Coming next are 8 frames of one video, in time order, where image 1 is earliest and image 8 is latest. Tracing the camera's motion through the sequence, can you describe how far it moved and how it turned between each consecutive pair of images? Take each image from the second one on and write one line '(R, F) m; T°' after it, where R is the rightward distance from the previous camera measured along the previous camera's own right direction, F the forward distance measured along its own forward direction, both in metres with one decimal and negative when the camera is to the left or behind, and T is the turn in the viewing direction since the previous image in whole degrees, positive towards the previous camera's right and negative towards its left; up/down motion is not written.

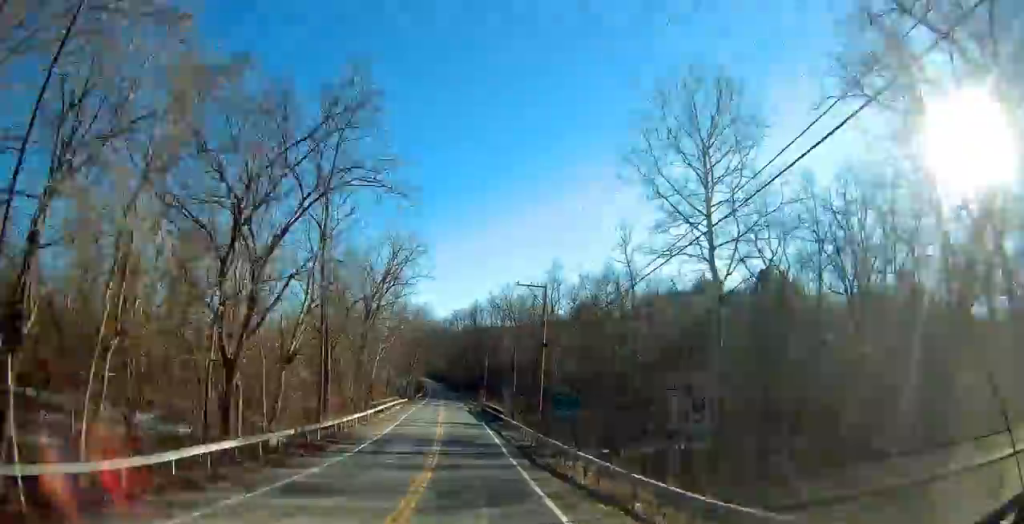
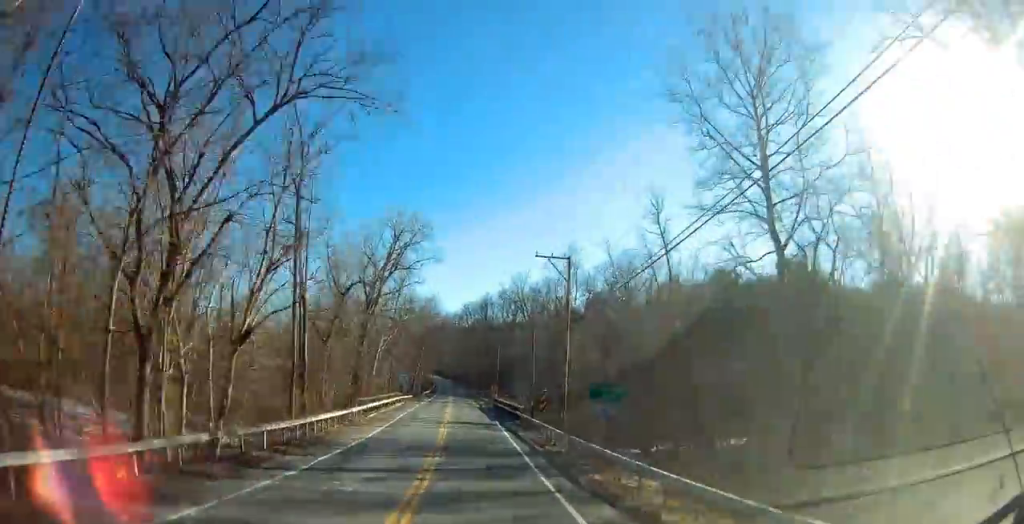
(0.0, +7.6) m; 0°
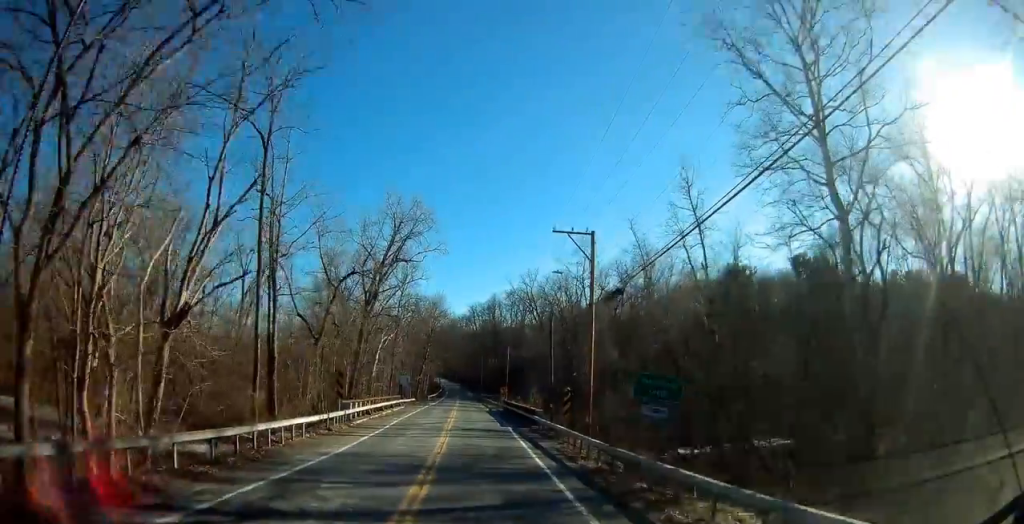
(0.0, +6.0) m; -1°
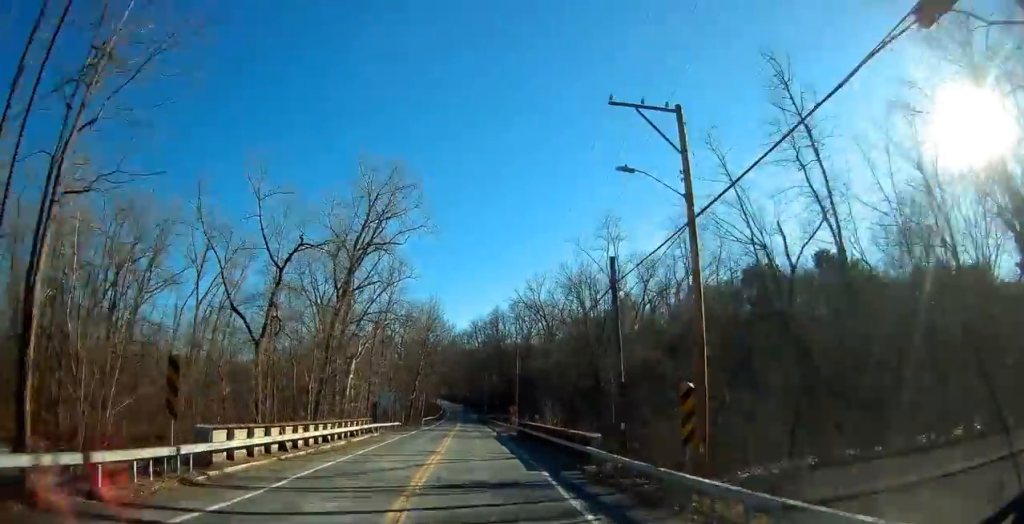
(-0.3, +16.1) m; -2°
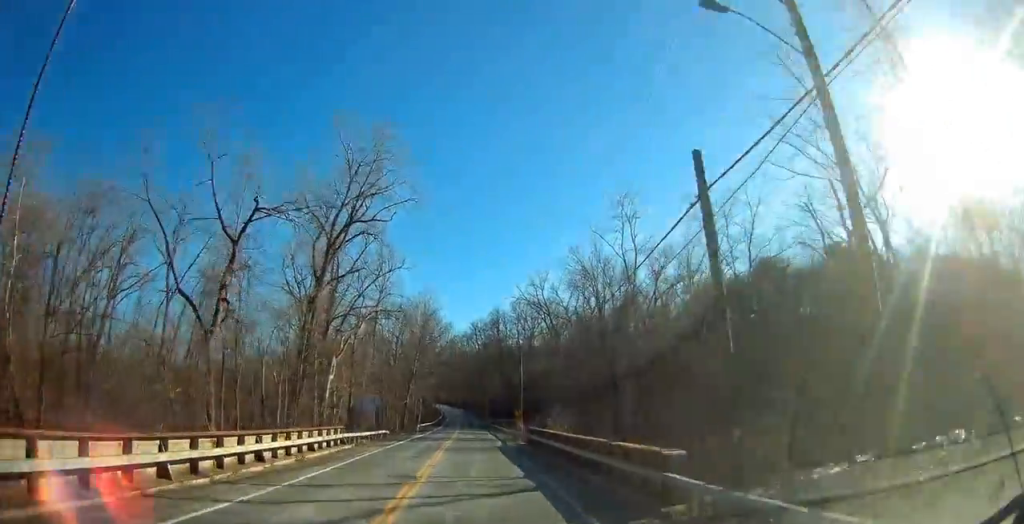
(-0.1, +8.0) m; 0°
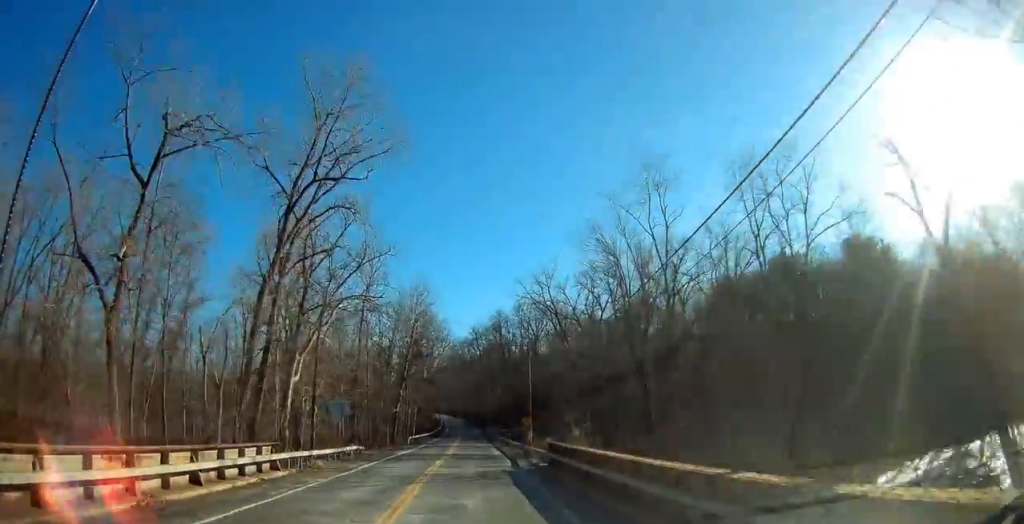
(0.0, +10.5) m; +1°
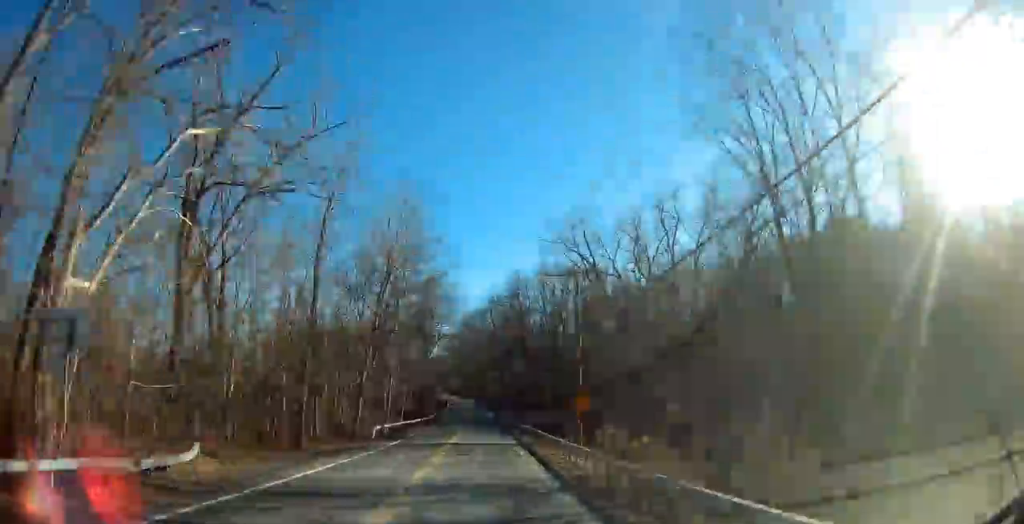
(-0.2, +25.0) m; -2°
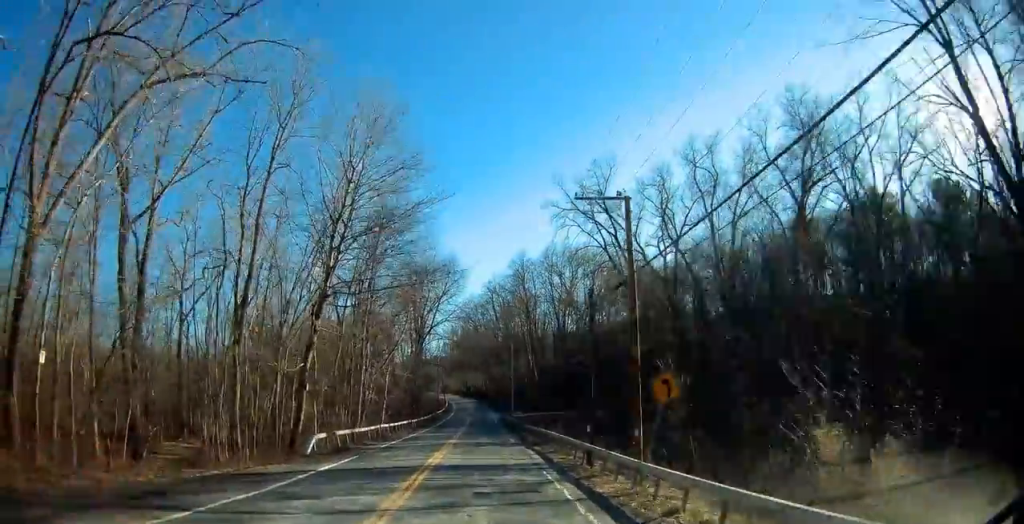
(-0.1, +13.5) m; 0°
